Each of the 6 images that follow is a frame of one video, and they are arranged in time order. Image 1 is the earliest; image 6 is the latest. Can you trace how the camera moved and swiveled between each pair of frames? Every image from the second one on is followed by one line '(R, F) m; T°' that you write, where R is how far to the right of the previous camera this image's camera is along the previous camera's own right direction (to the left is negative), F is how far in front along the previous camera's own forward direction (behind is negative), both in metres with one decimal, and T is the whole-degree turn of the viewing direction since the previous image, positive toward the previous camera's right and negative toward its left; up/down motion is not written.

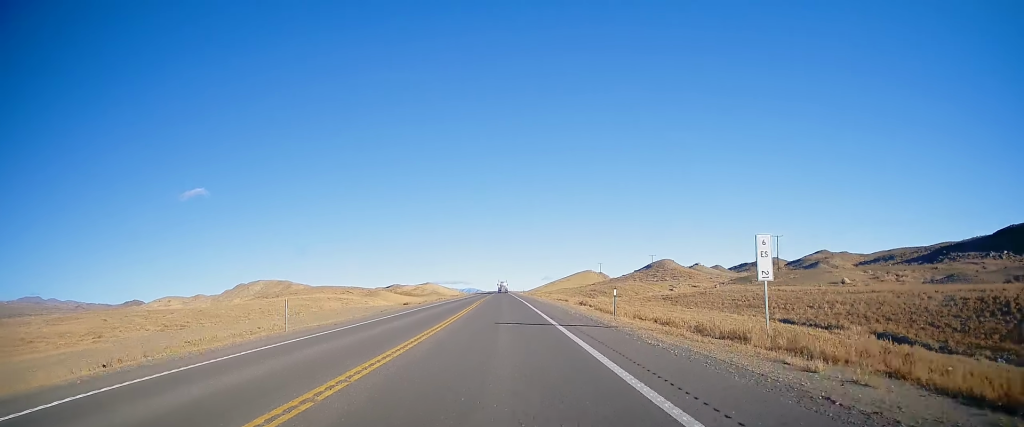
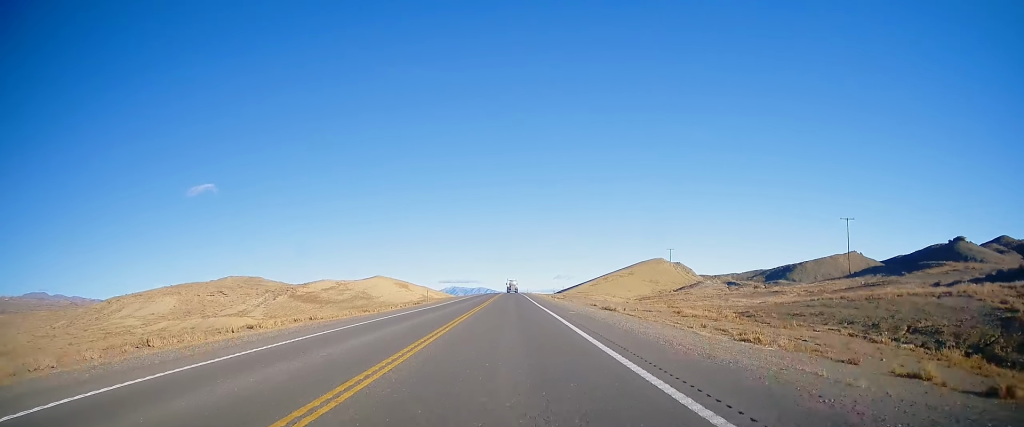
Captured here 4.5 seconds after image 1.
(-3.2, +146.3) m; -1°
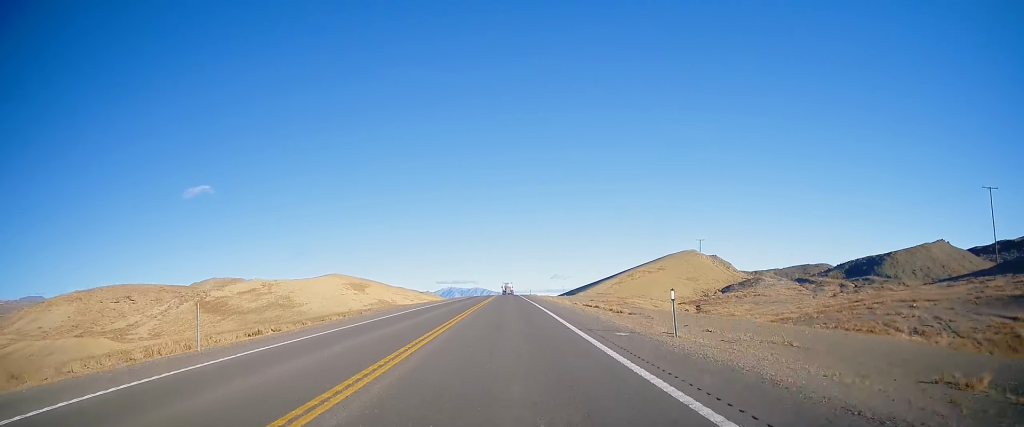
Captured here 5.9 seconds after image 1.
(0.0, +41.5) m; +1°
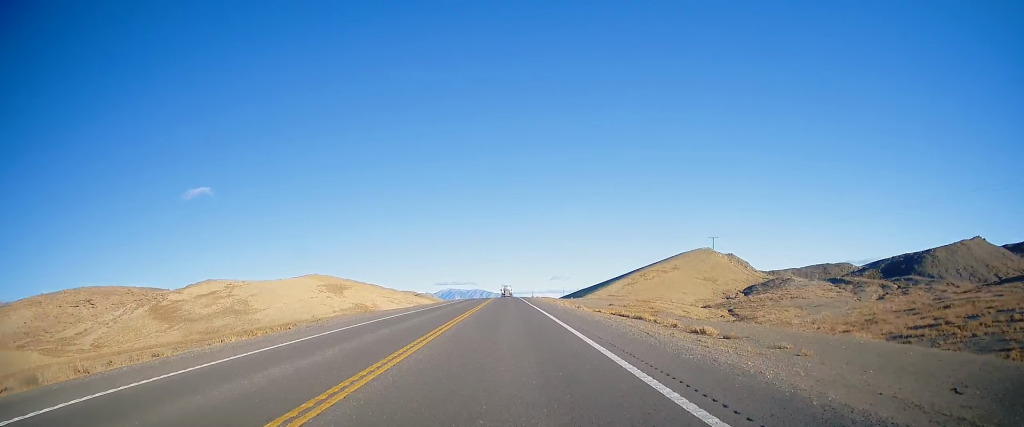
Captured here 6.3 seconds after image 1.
(+0.1, +13.6) m; 0°
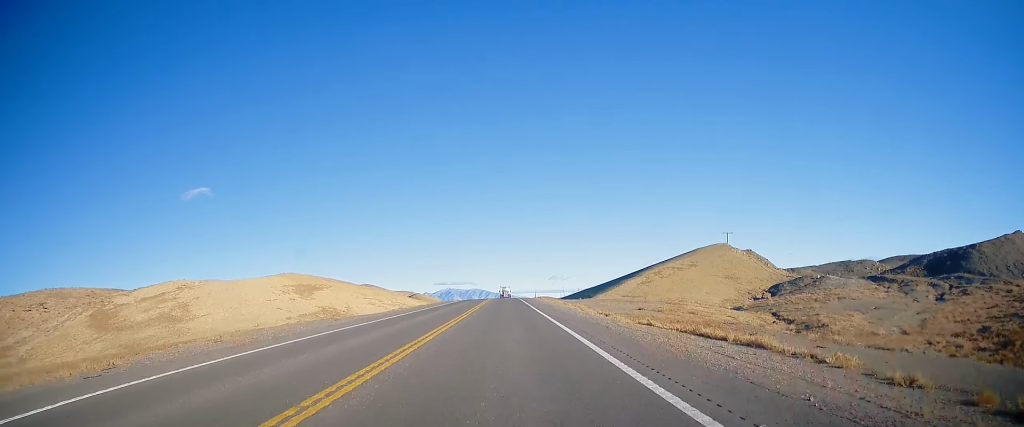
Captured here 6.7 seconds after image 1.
(+0.2, +13.6) m; 0°
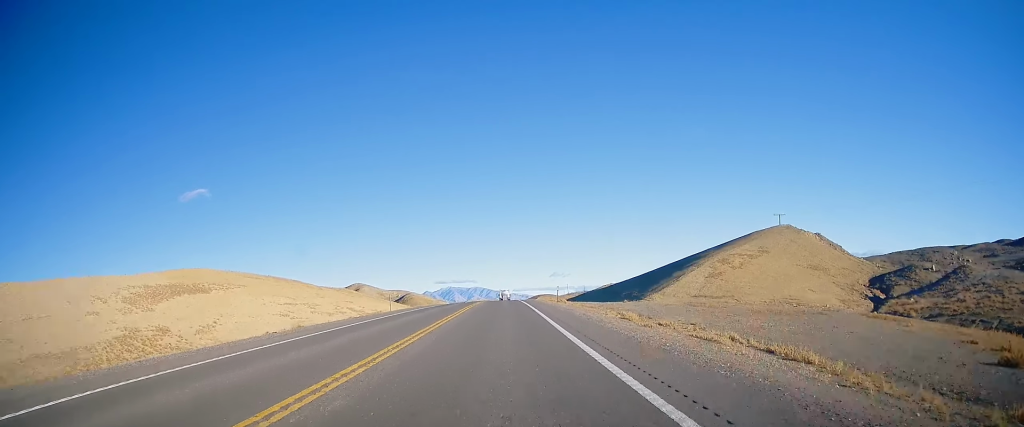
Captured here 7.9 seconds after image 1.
(-0.3, +35.2) m; -1°
